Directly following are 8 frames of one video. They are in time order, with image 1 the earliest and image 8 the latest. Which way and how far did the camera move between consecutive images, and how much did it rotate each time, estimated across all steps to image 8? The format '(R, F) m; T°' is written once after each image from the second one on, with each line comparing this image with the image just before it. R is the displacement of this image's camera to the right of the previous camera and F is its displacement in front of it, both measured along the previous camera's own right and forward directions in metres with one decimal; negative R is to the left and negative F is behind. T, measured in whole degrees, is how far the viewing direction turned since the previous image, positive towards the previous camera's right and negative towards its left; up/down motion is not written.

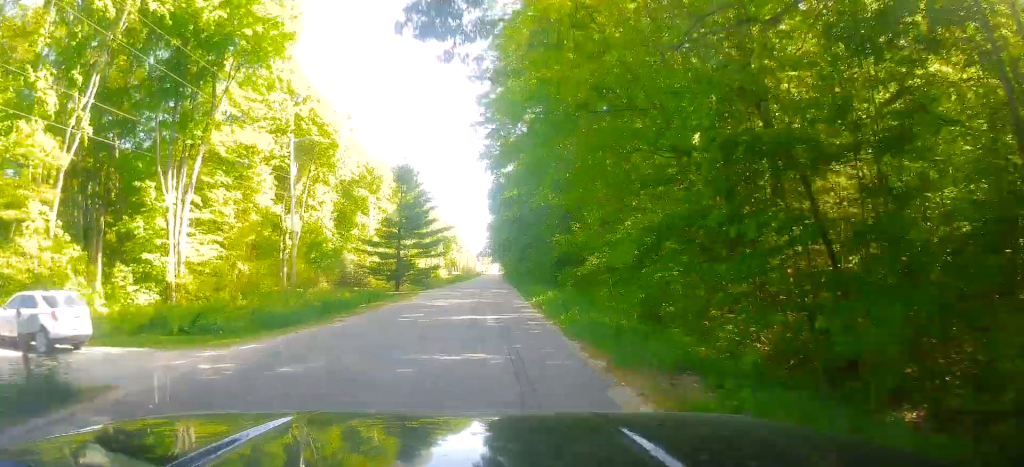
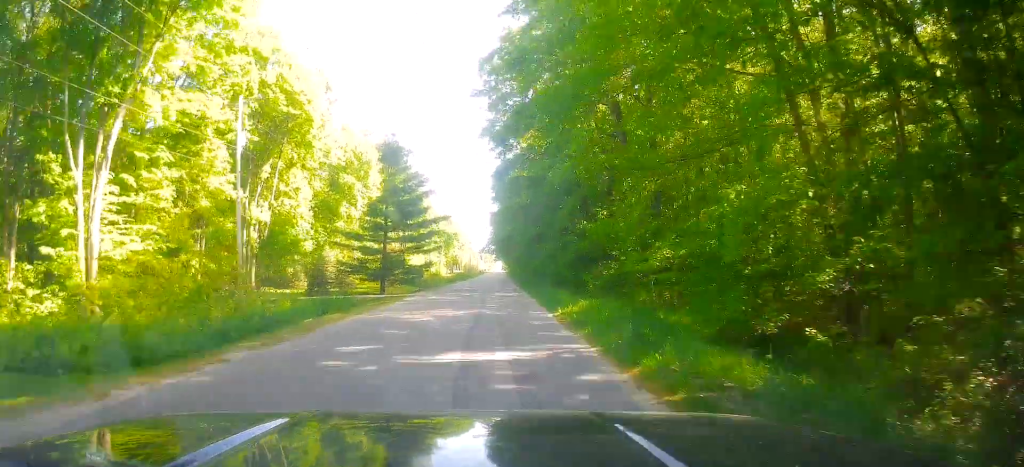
(+0.1, +10.3) m; +1°
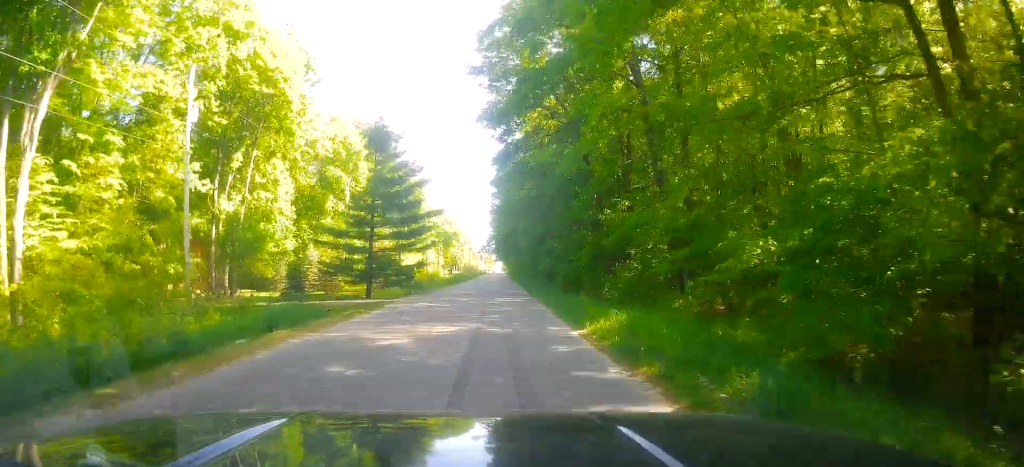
(+0.1, +6.2) m; +1°
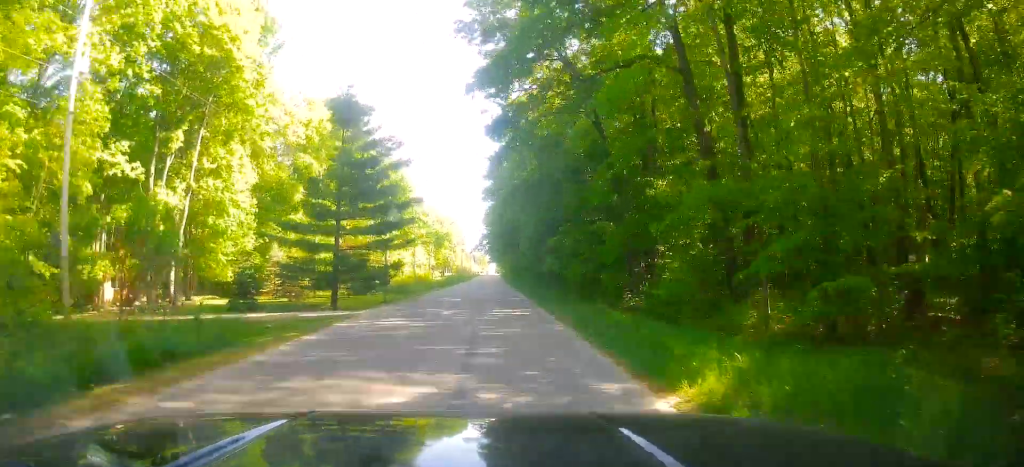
(+0.1, +8.6) m; 0°
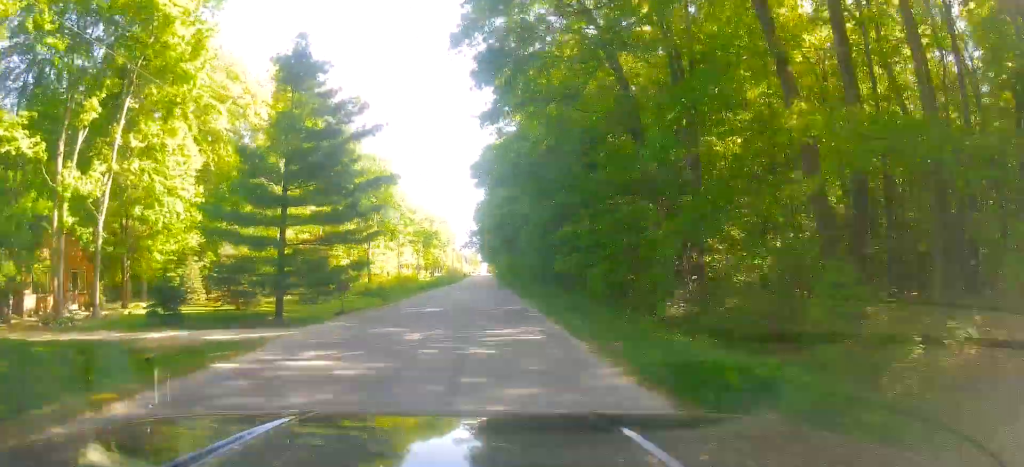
(0.0, +8.9) m; 0°
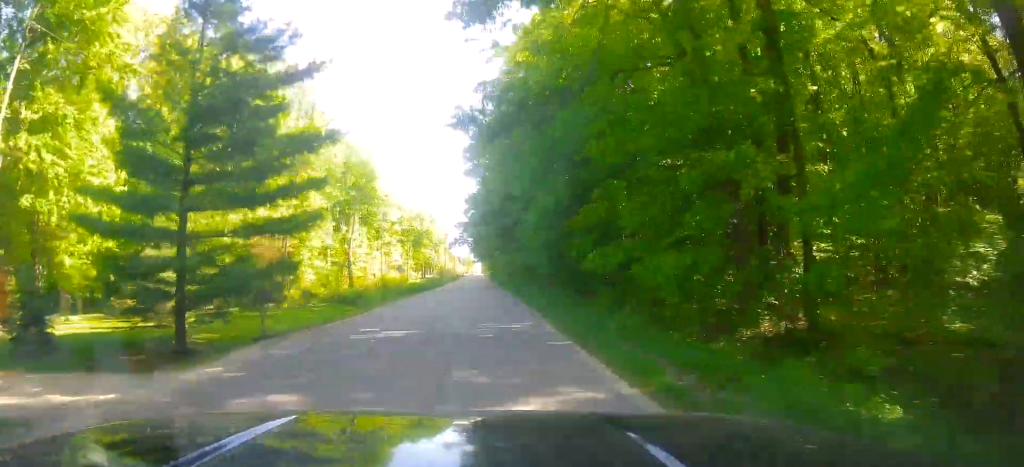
(0.0, +10.8) m; 0°
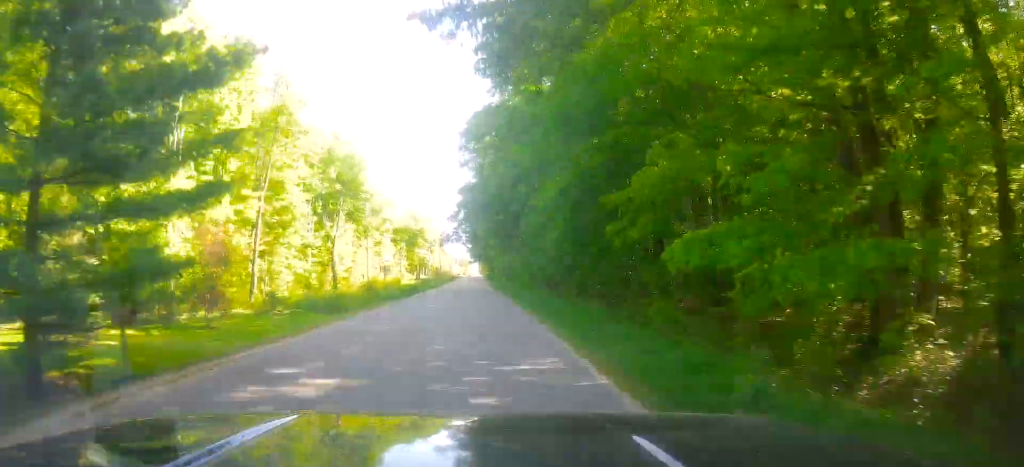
(0.0, +8.4) m; +1°
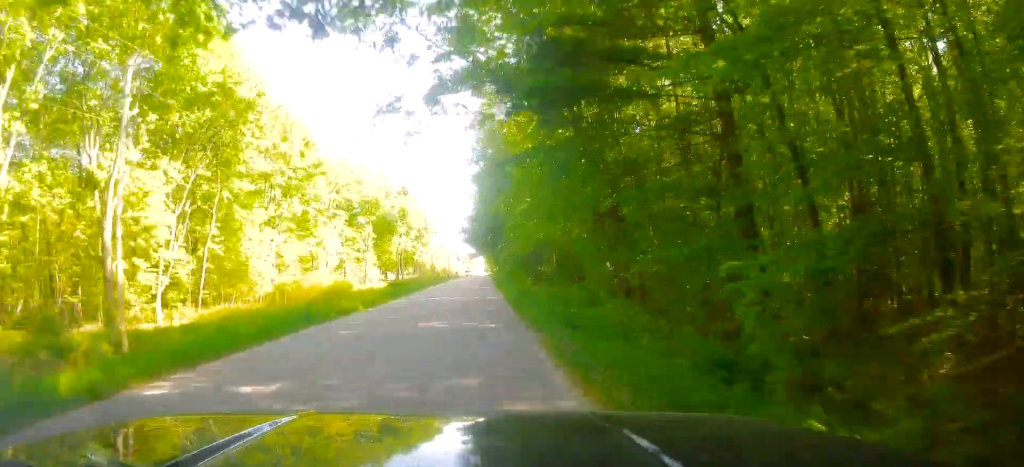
(+1.0, +51.8) m; -1°
